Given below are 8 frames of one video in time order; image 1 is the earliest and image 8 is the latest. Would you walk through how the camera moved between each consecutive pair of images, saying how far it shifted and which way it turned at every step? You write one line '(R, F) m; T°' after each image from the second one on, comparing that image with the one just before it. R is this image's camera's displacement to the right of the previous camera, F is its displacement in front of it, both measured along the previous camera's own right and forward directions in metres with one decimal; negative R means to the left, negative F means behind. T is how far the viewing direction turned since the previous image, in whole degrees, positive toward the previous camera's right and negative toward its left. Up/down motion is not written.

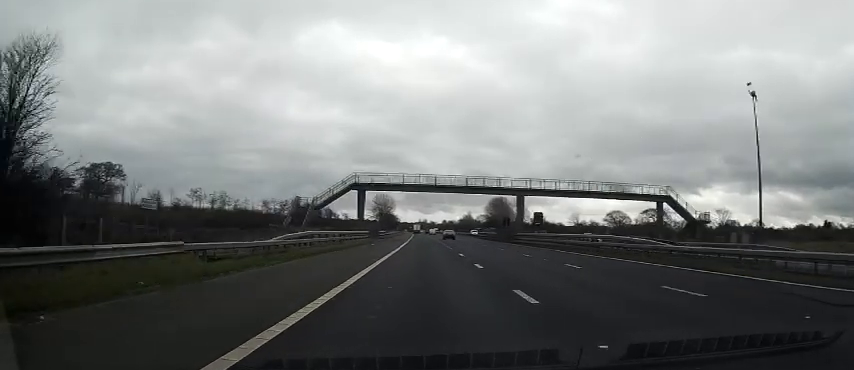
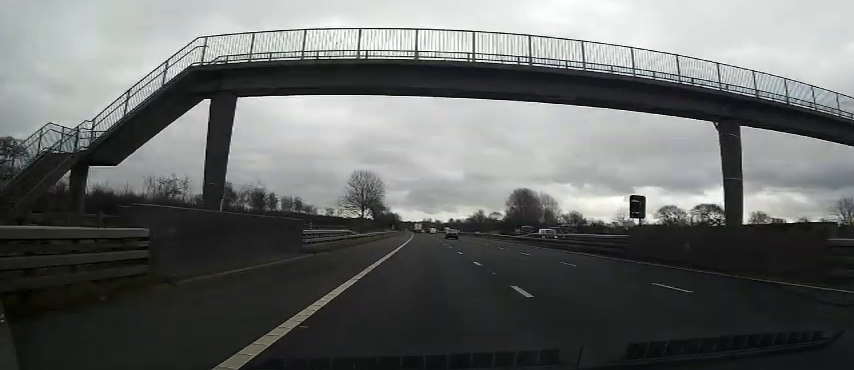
(0.0, +43.1) m; 0°
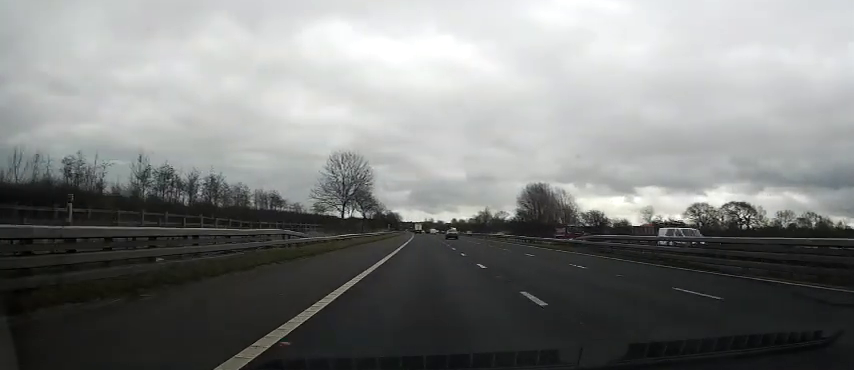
(0.0, +19.0) m; -1°
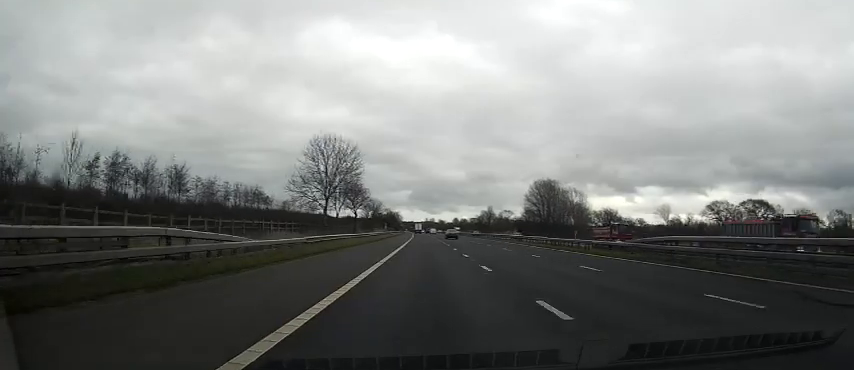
(-0.1, +10.6) m; 0°
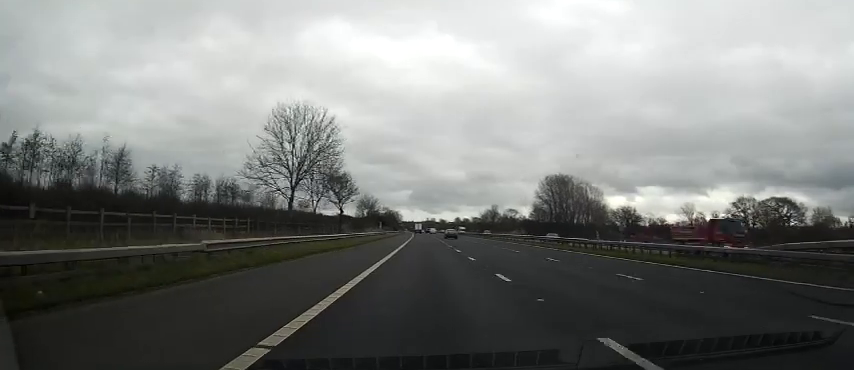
(-0.1, +11.8) m; 0°
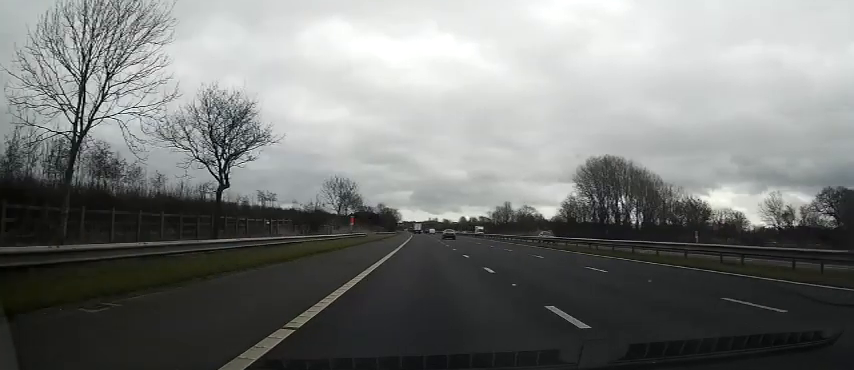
(+0.2, +32.8) m; +1°
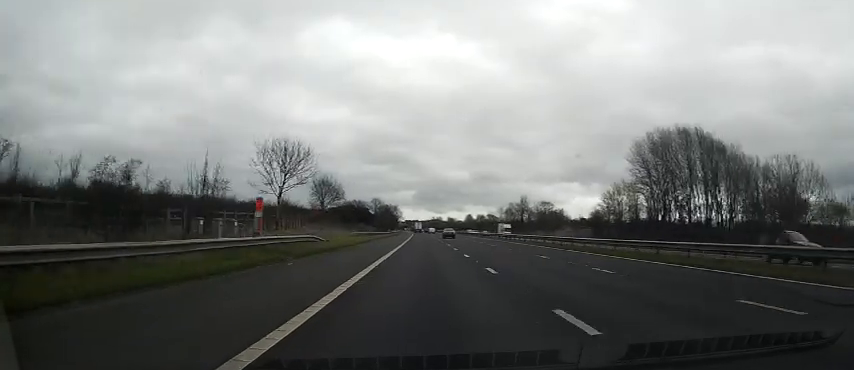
(+0.3, +26.9) m; 0°
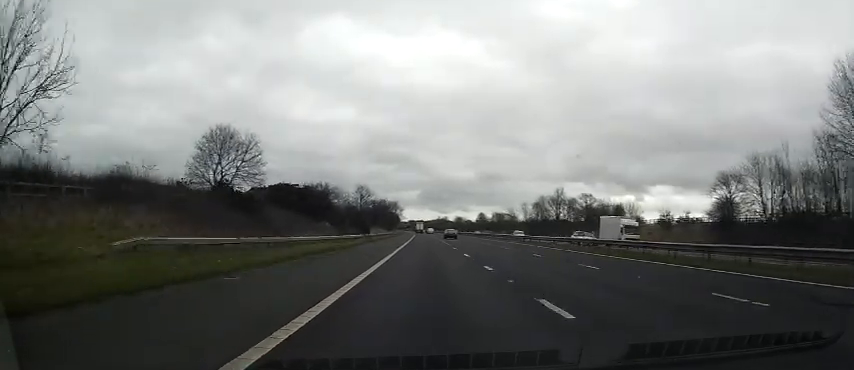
(-1.2, +43.8) m; -2°
